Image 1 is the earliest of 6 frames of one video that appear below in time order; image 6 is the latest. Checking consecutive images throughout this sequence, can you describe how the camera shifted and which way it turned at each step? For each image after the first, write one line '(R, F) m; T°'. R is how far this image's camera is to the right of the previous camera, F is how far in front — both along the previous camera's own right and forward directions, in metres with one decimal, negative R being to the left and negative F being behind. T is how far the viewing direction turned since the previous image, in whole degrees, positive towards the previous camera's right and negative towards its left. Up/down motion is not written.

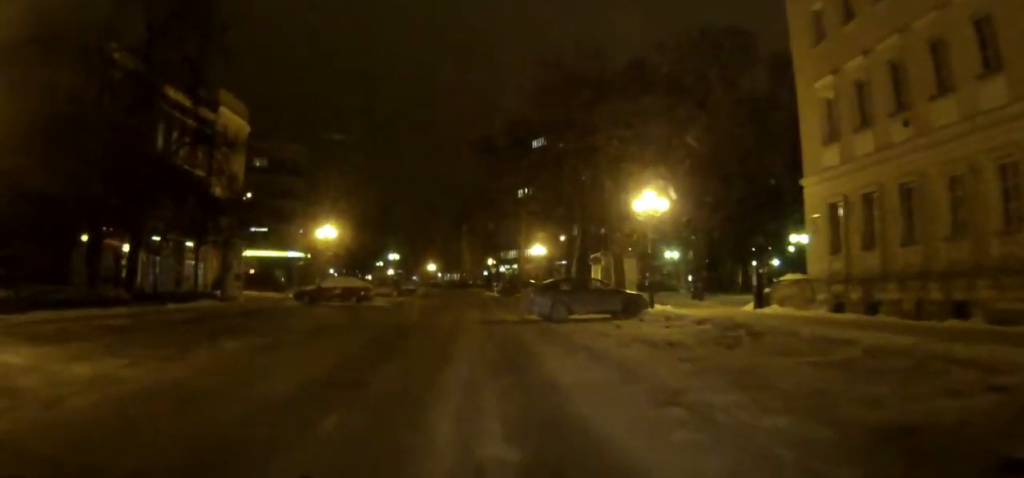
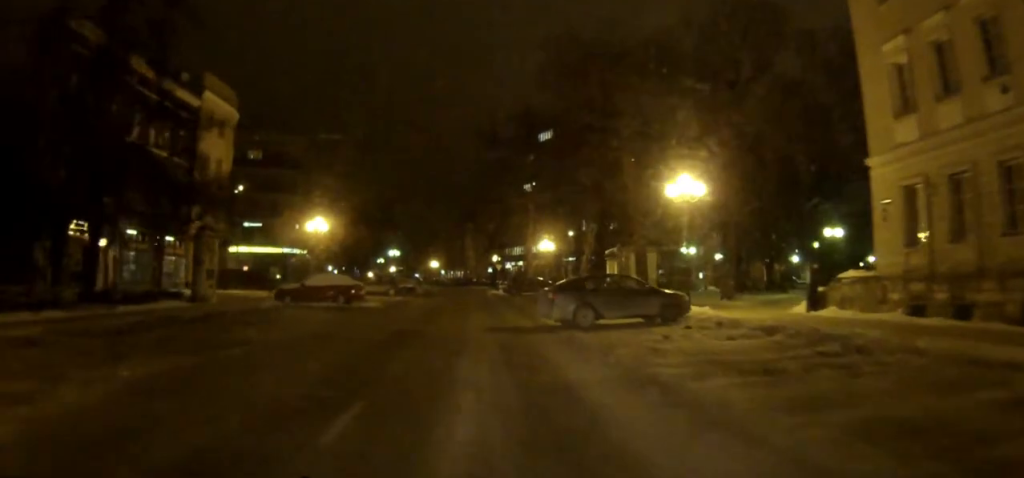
(0.0, +4.7) m; 0°
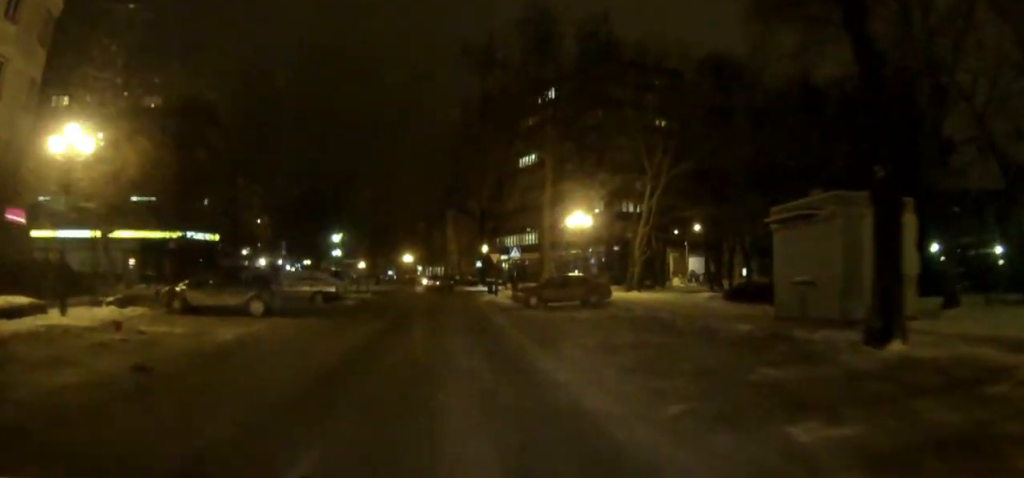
(+0.5, +30.5) m; +1°
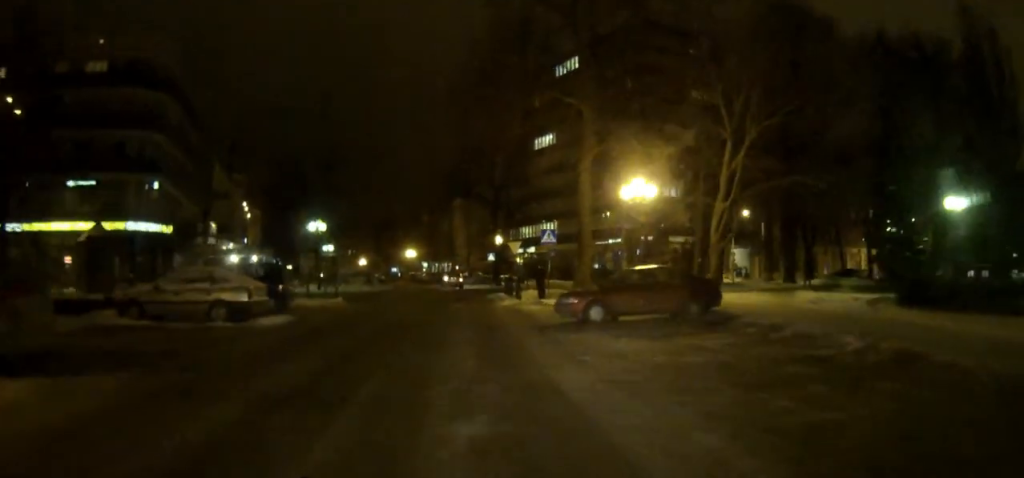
(-0.2, +13.6) m; -3°
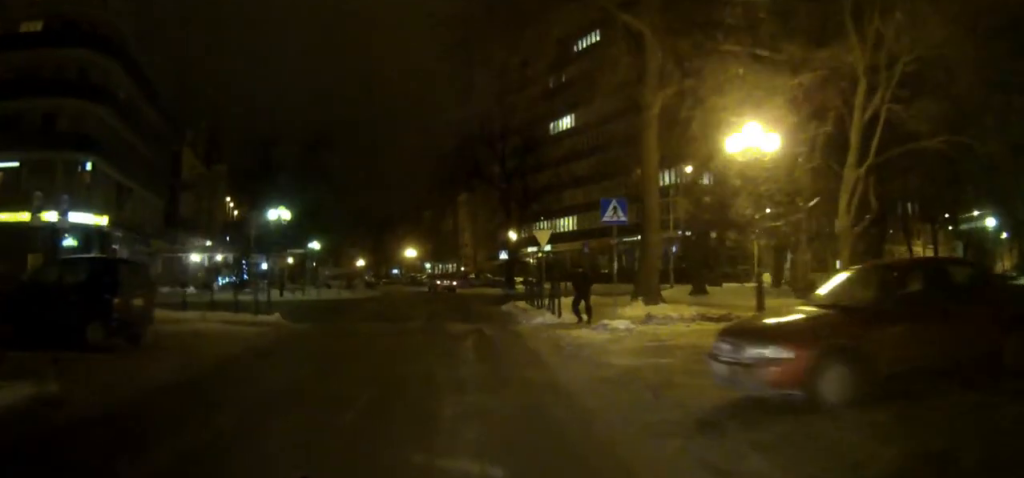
(-0.3, +12.7) m; -1°
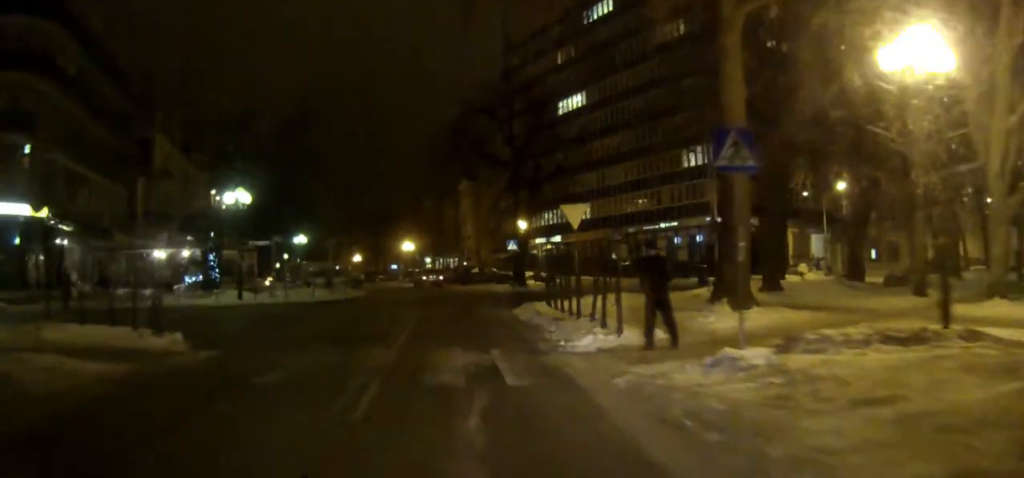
(+0.2, +8.2) m; +2°
